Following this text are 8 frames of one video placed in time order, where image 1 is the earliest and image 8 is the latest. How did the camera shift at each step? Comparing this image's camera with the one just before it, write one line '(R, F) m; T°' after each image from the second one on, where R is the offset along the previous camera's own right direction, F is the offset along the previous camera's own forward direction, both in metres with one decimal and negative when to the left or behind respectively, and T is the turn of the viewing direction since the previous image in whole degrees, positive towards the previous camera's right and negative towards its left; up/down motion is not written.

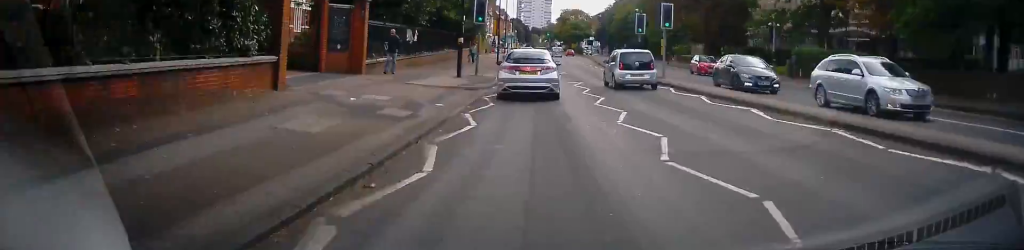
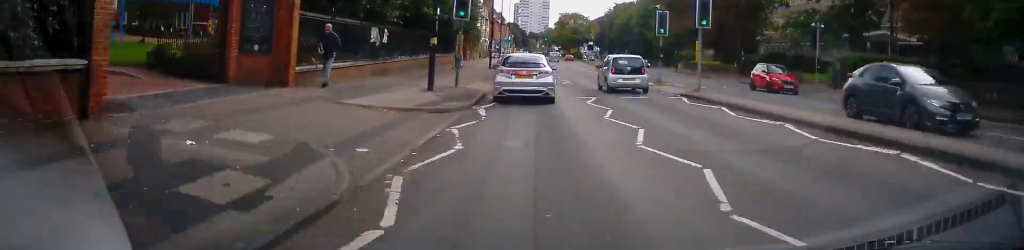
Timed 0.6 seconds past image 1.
(+0.1, +6.5) m; +1°
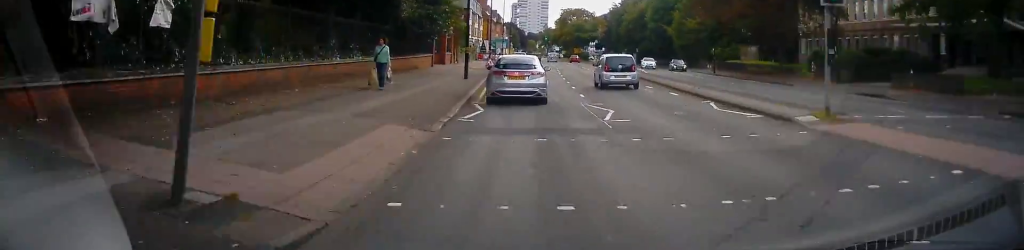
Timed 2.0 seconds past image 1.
(0.0, +16.9) m; 0°
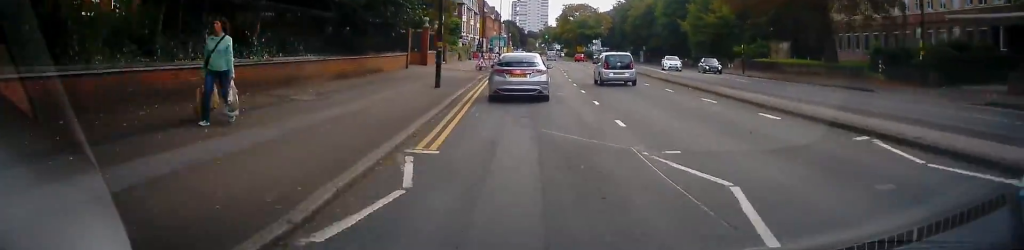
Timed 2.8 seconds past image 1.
(0.0, +9.0) m; -1°
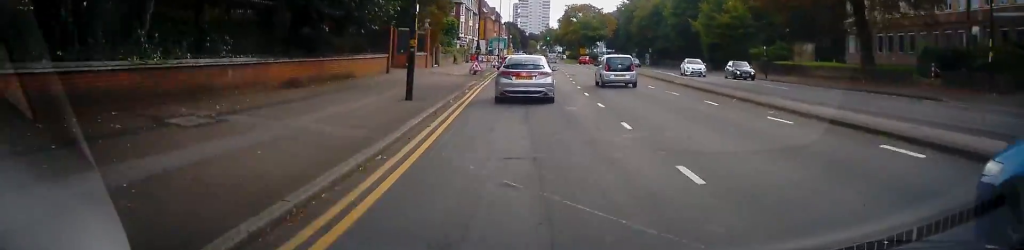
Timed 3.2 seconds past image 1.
(+0.1, +5.1) m; -1°
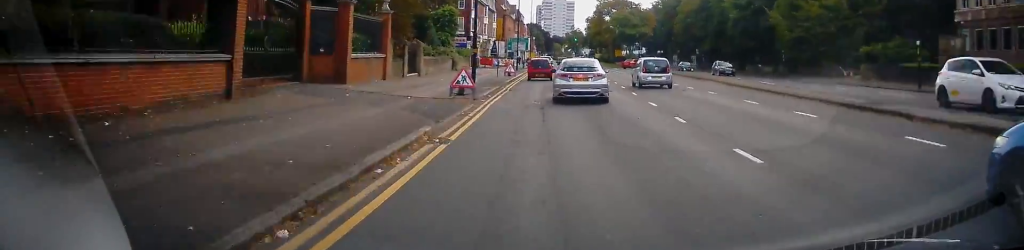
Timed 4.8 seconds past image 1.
(-0.4, +18.6) m; 0°
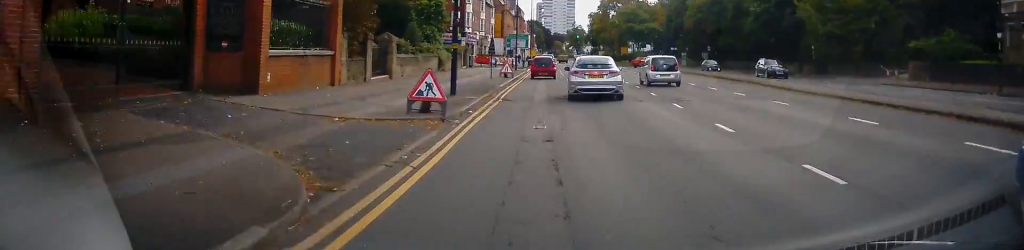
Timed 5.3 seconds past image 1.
(+0.3, +6.7) m; 0°
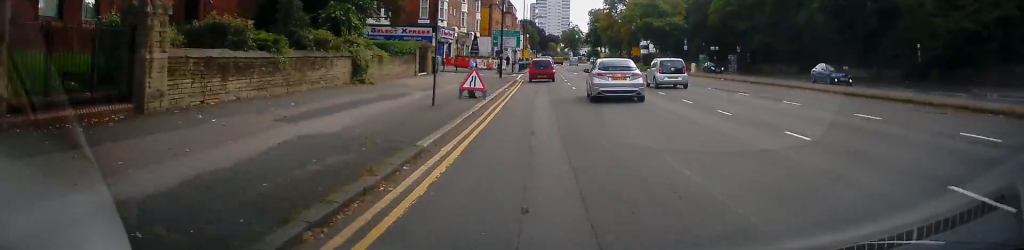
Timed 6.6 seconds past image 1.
(-0.4, +17.3) m; 0°
